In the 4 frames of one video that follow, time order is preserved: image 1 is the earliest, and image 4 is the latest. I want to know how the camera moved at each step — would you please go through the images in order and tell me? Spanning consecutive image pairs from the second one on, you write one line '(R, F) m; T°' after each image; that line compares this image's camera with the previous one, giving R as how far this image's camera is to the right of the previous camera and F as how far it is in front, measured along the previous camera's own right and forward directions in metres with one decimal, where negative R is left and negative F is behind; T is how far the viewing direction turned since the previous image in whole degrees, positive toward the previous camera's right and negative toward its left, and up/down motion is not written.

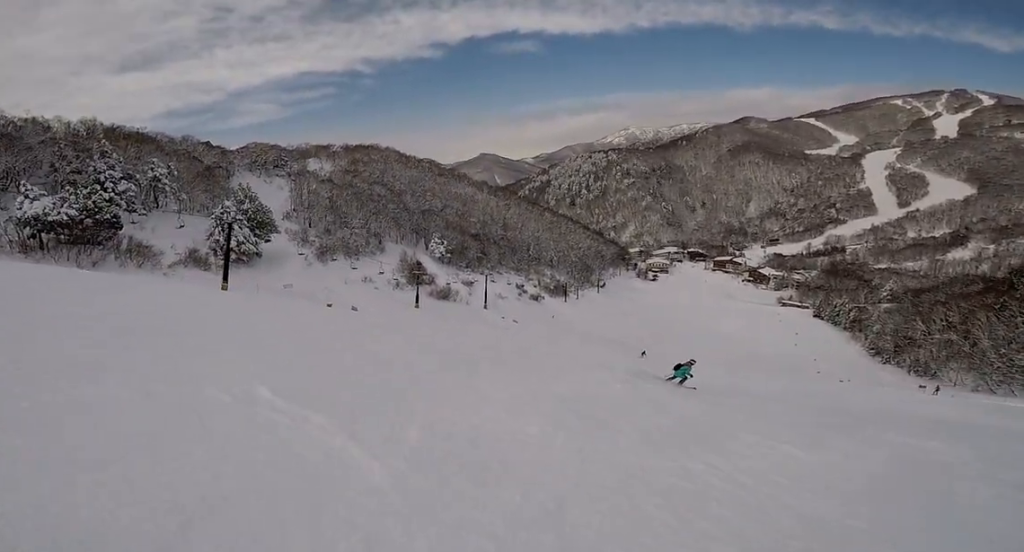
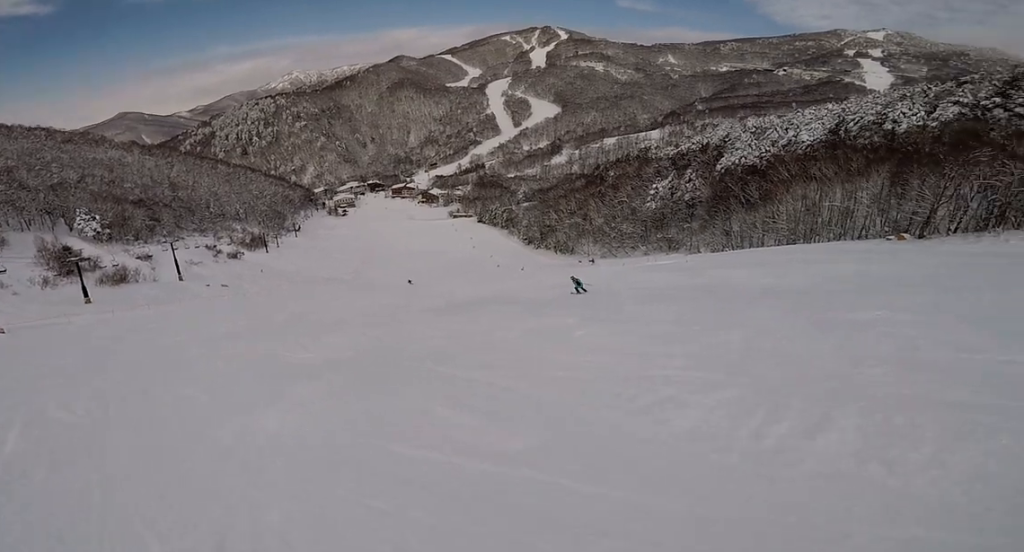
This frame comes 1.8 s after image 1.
(+2.7, +6.7) m; +63°
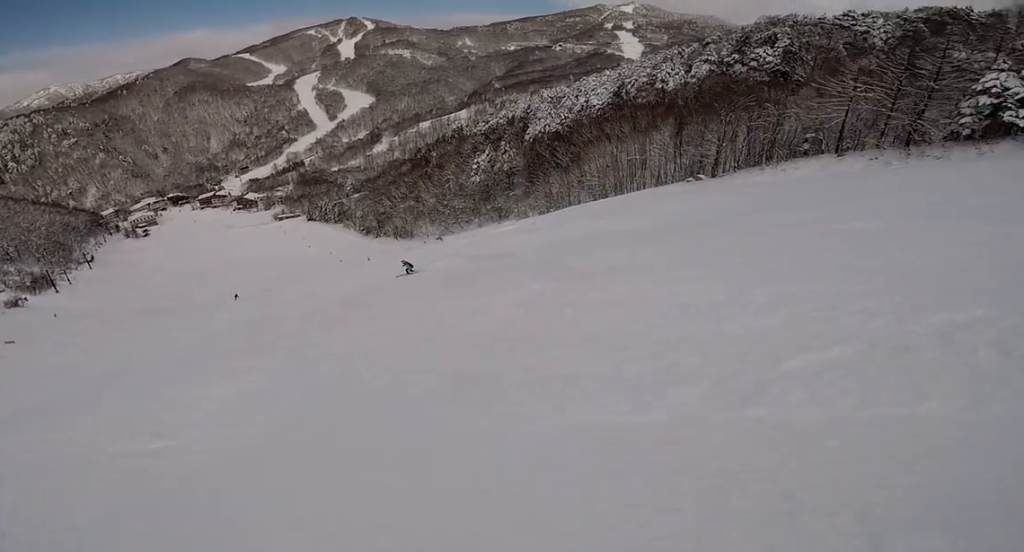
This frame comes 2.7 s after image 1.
(+1.5, +3.8) m; +25°
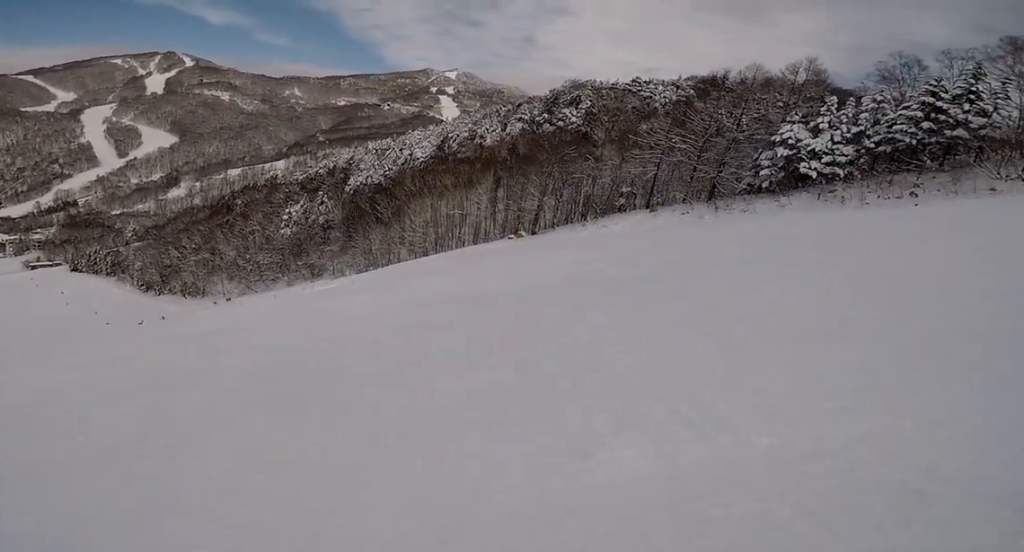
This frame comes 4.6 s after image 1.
(+2.9, +8.2) m; +14°
